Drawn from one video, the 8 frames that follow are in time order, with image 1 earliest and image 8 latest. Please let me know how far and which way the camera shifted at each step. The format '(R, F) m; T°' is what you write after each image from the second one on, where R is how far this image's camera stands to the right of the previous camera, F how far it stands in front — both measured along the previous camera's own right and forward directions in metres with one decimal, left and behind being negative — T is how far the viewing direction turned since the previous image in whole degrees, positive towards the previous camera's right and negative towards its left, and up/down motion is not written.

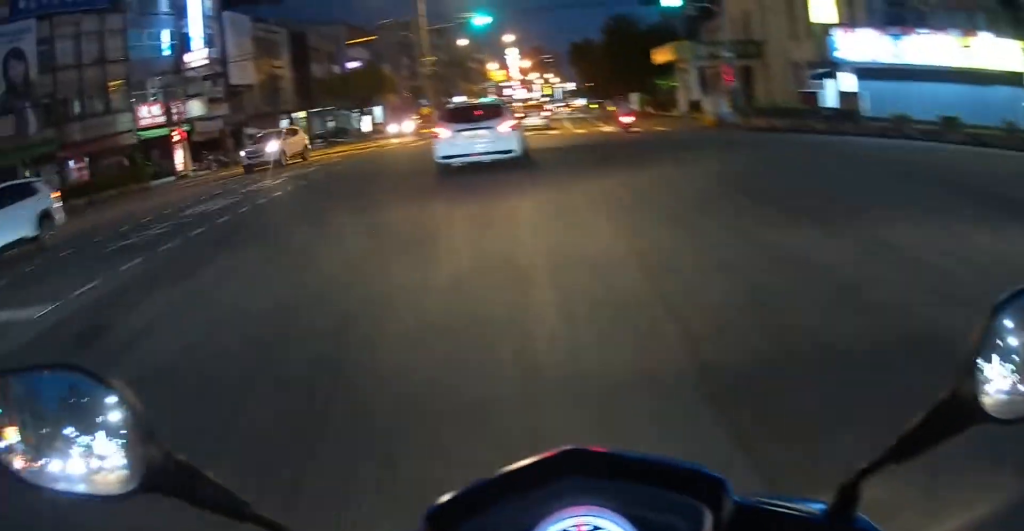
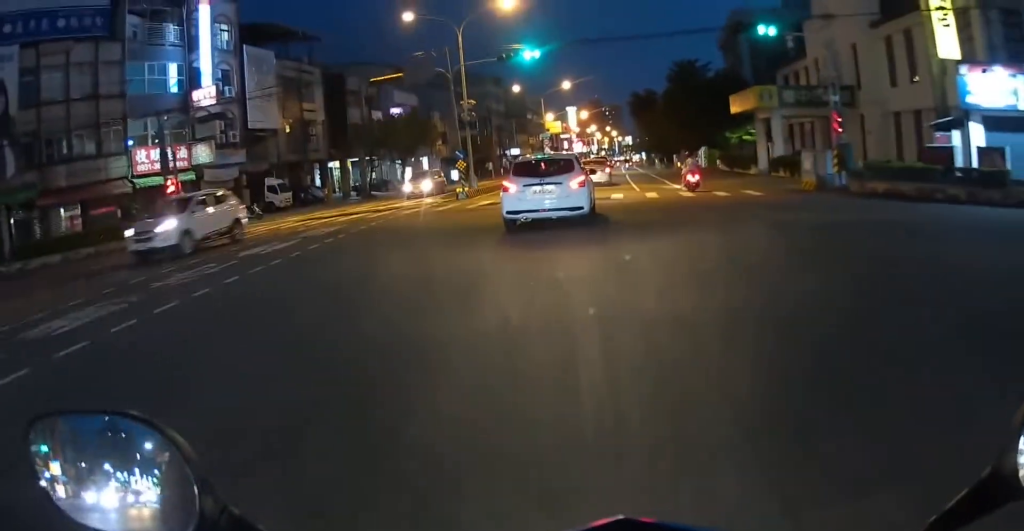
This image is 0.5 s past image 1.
(-0.5, +6.1) m; -1°
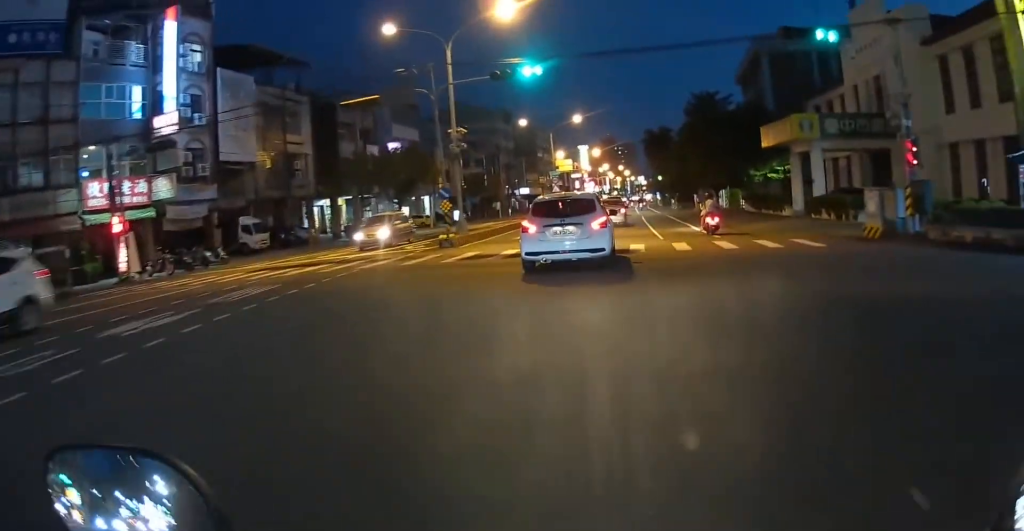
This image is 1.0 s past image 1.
(-0.1, +5.0) m; -1°
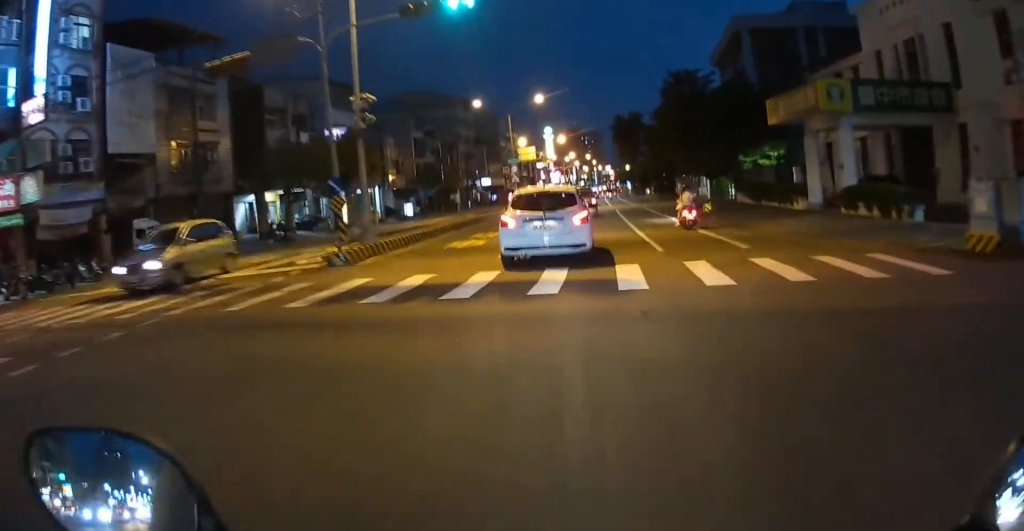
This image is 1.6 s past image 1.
(+0.4, +7.9) m; 0°
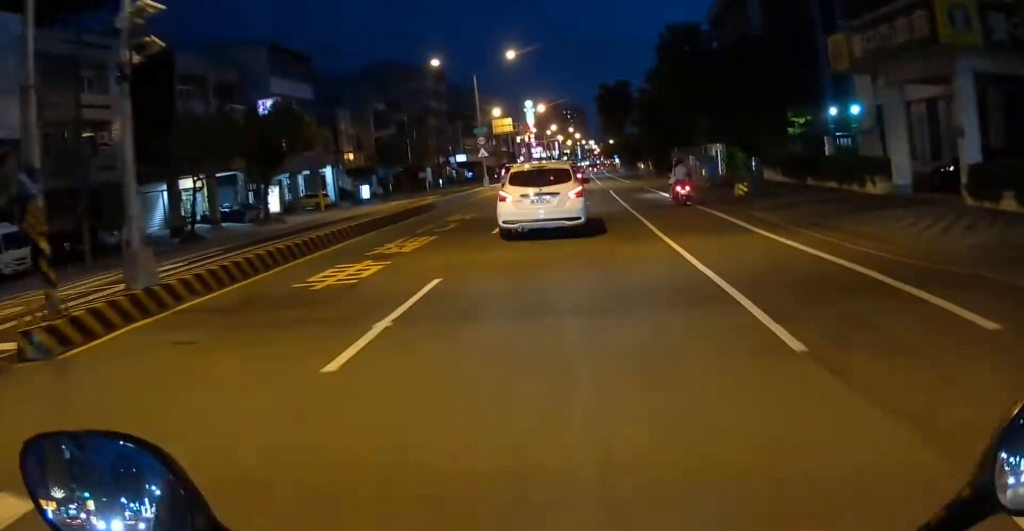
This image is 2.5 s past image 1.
(-0.3, +10.2) m; -2°
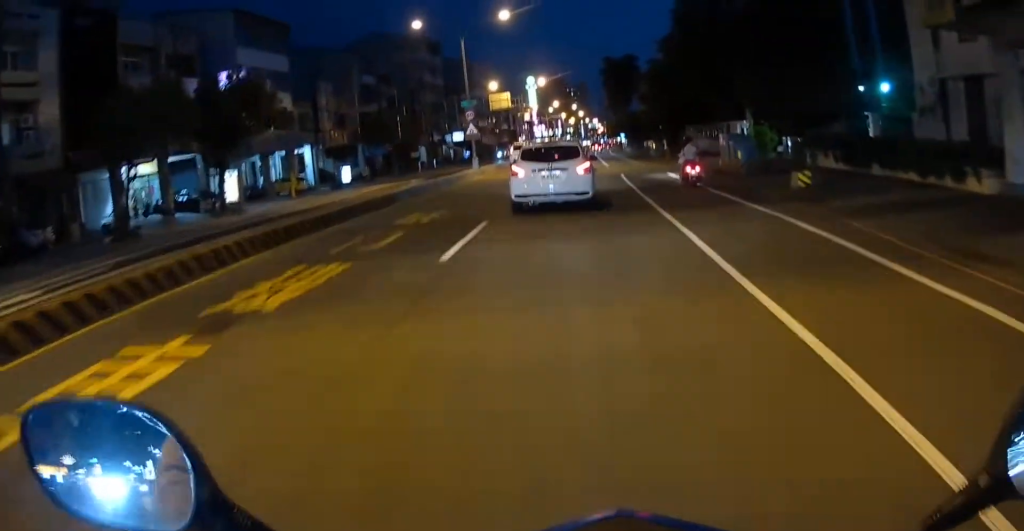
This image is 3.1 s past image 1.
(-0.1, +6.6) m; 0°
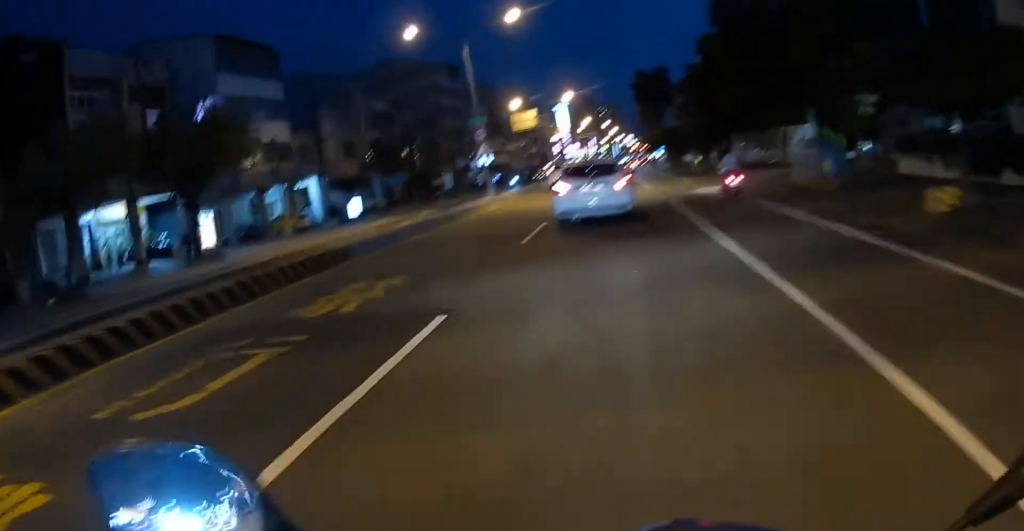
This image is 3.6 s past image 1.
(-0.1, +6.6) m; +2°
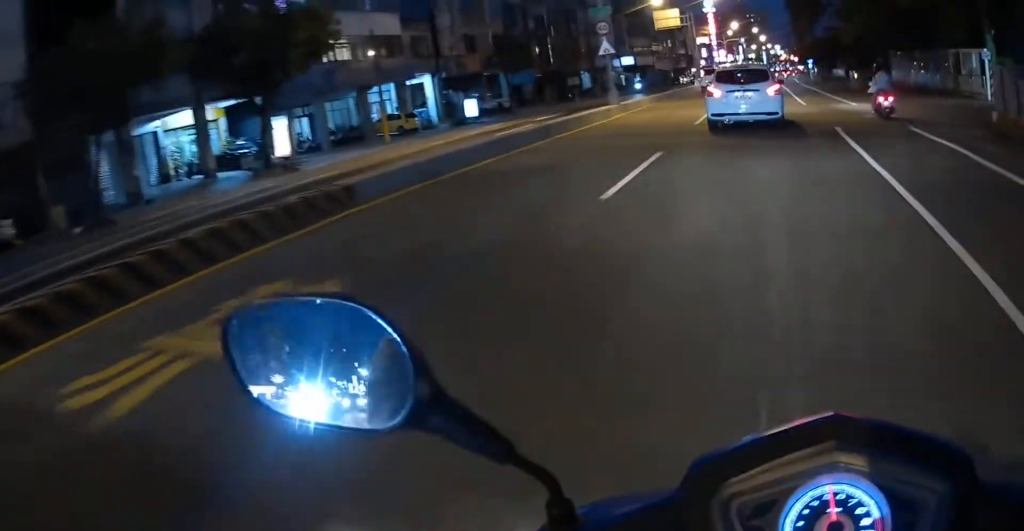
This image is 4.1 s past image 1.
(+0.1, +5.4) m; +1°
